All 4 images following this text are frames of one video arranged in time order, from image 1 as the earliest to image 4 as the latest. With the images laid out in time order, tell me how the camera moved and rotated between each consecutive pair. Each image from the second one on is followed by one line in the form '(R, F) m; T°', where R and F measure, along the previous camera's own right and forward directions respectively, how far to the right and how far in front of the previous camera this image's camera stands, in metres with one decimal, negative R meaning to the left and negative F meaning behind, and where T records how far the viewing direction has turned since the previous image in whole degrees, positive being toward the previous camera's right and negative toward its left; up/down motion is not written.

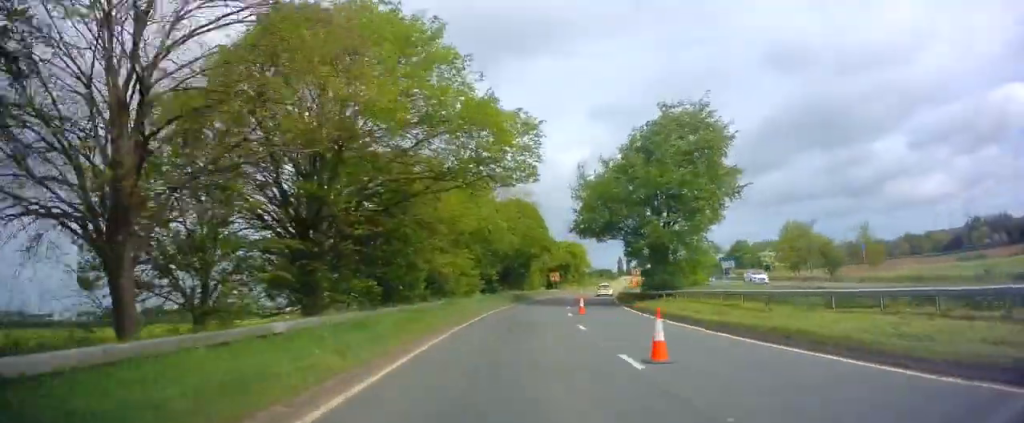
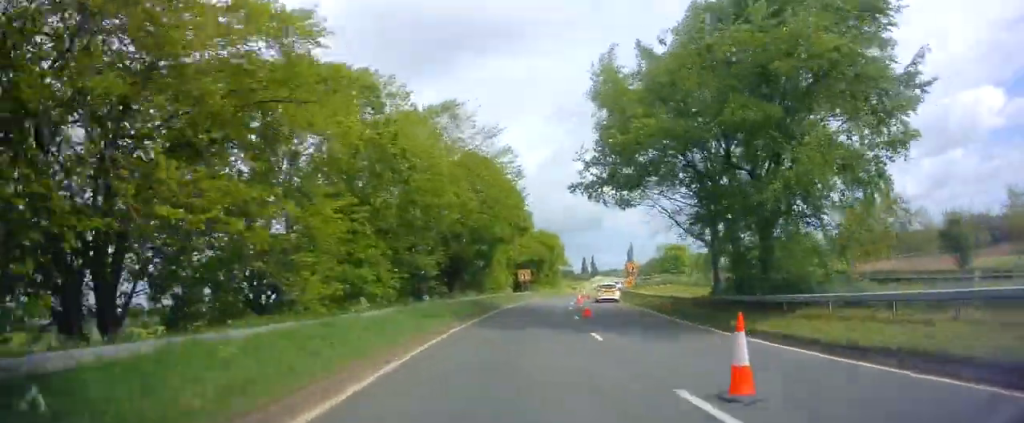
(+0.9, +21.3) m; +4°
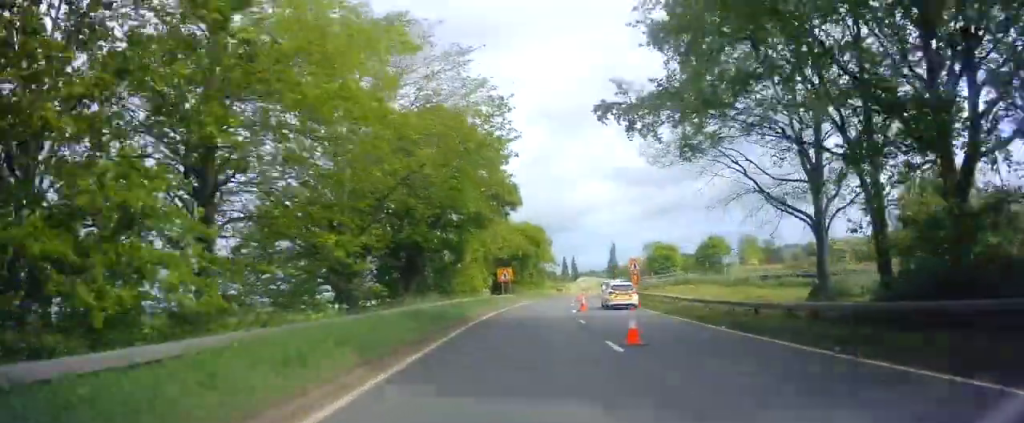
(+0.2, +11.1) m; +2°
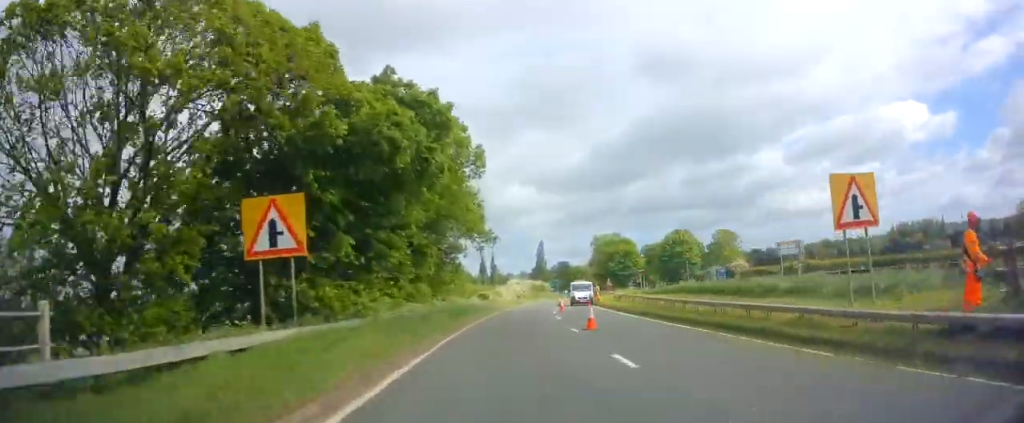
(+3.4, +45.1) m; +9°
